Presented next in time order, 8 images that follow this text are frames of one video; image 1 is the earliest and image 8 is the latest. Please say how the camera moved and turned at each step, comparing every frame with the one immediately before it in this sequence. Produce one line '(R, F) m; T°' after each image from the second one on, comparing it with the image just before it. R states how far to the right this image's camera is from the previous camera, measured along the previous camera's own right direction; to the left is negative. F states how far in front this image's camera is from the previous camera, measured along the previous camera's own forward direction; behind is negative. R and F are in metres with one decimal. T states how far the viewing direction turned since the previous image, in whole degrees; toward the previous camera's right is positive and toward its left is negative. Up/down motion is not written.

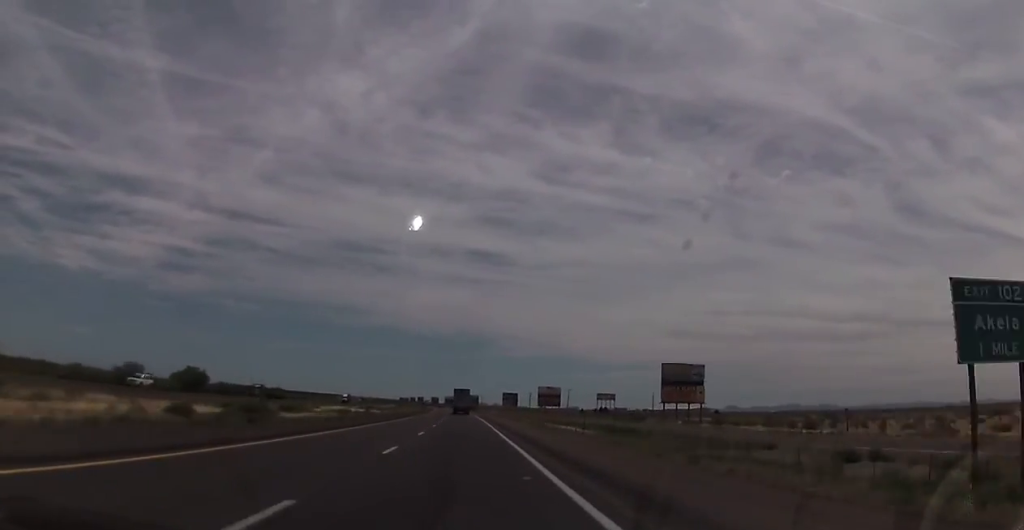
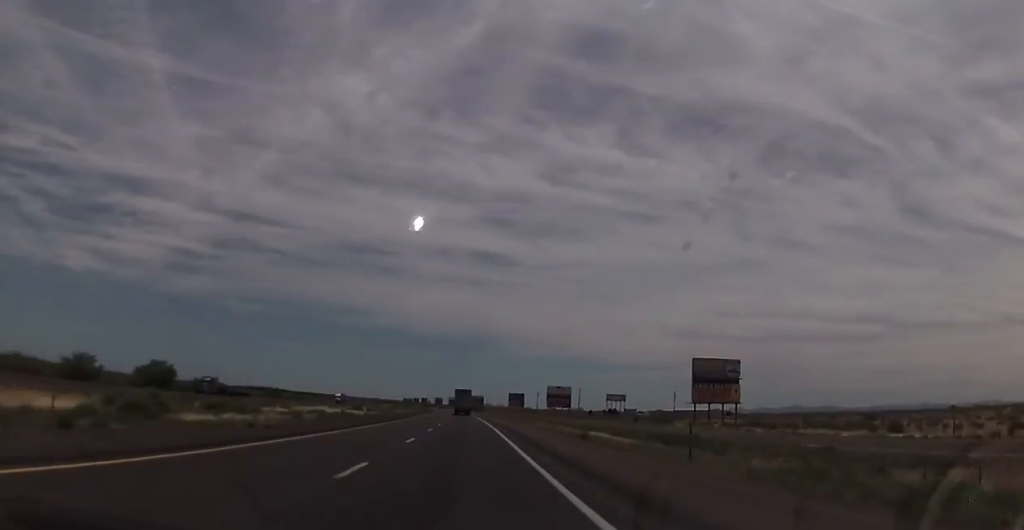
(+0.1, +18.1) m; 0°
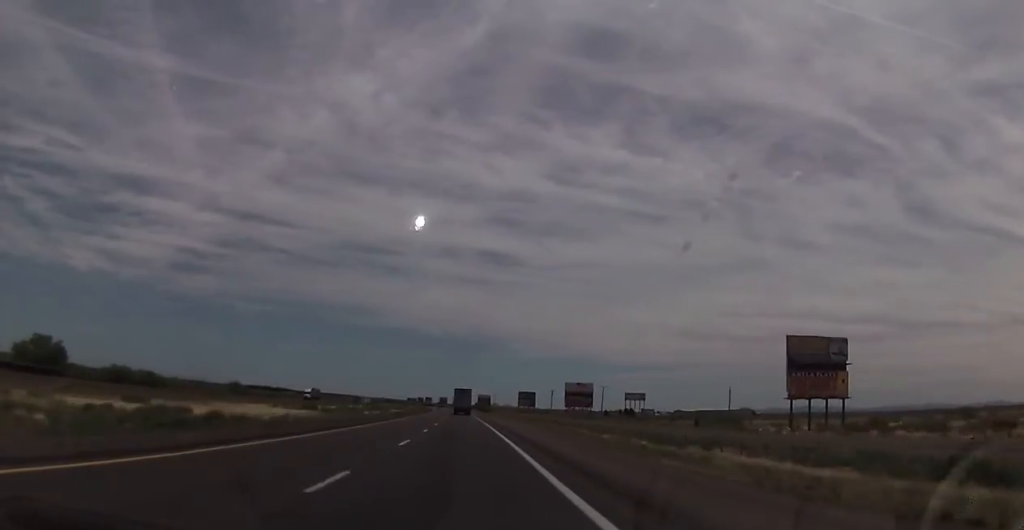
(-0.5, +38.6) m; -1°
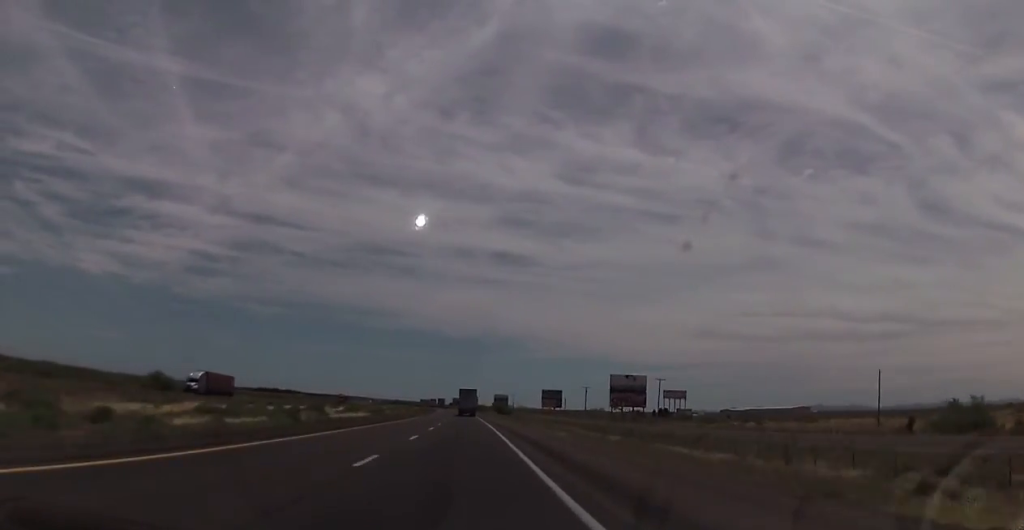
(-0.5, +56.6) m; -1°
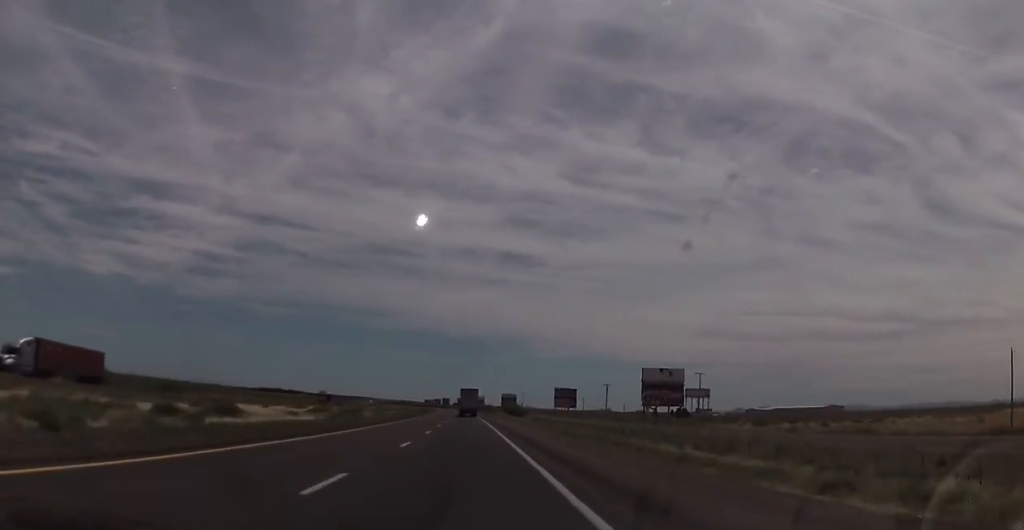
(-0.1, +28.9) m; 0°
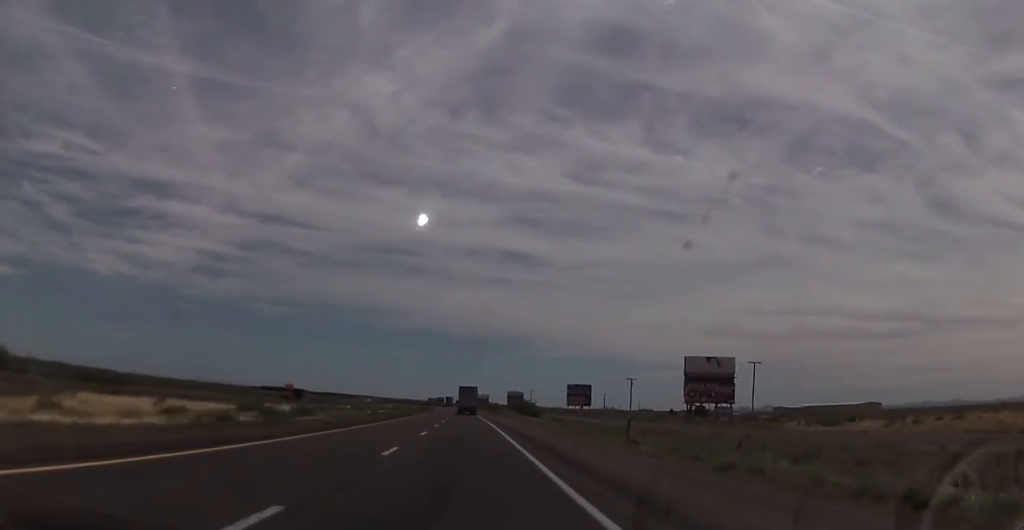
(+0.3, +28.9) m; -1°
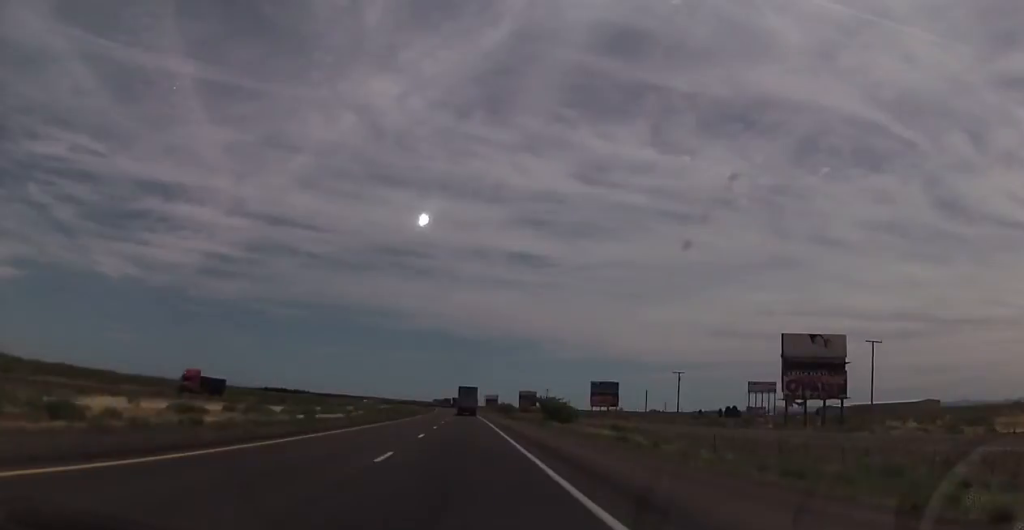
(-0.9, +38.4) m; -1°
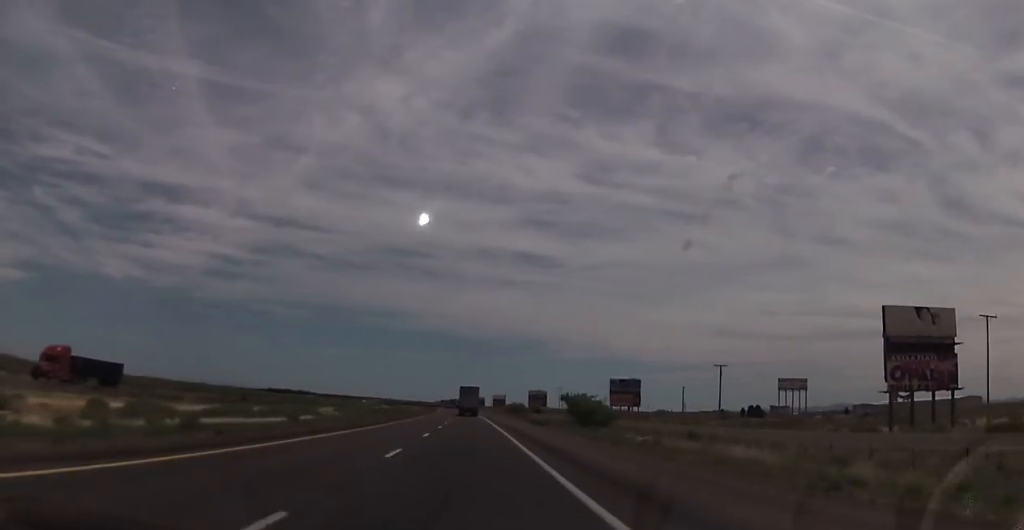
(+0.3, +22.7) m; 0°
